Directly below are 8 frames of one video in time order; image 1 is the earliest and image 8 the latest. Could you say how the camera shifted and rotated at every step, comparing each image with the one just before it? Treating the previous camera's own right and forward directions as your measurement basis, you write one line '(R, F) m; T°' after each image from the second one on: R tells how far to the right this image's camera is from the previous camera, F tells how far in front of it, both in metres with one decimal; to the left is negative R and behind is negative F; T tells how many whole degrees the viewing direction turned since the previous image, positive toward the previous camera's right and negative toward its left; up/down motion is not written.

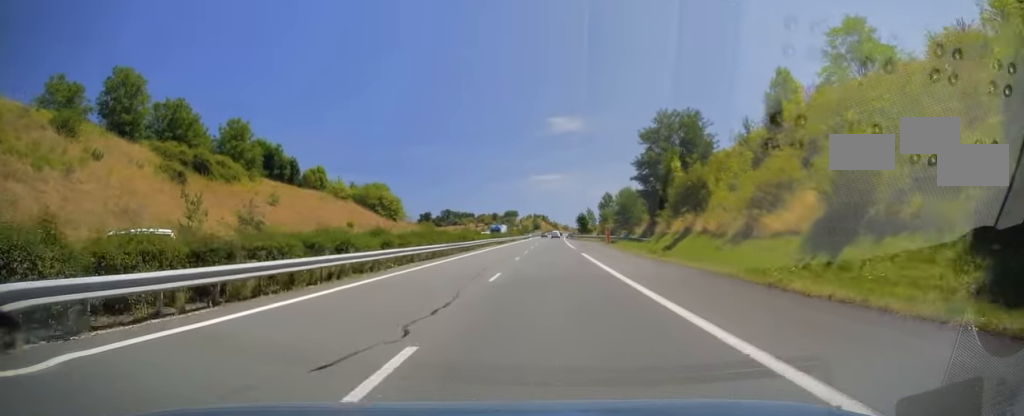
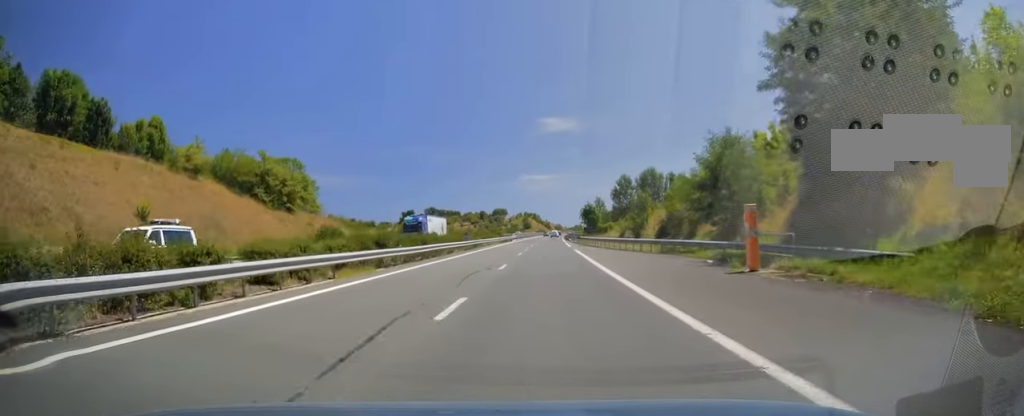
(+0.4, +46.5) m; 0°
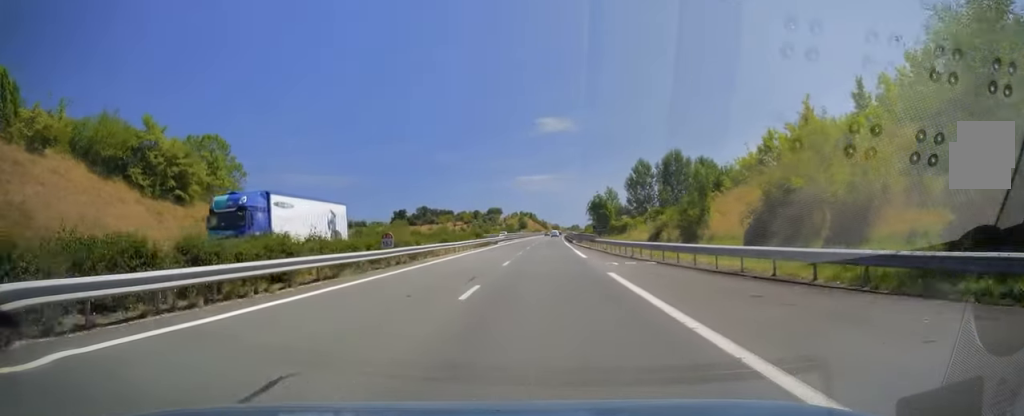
(-0.2, +23.0) m; +1°
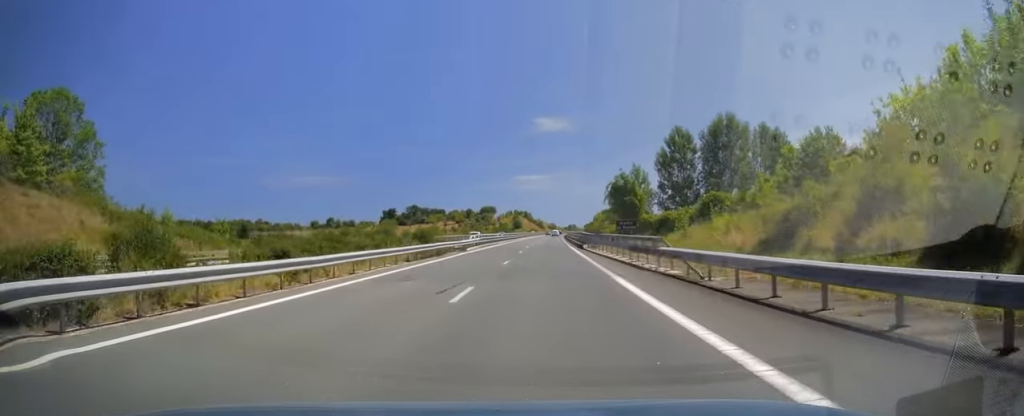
(+0.6, +26.4) m; +1°
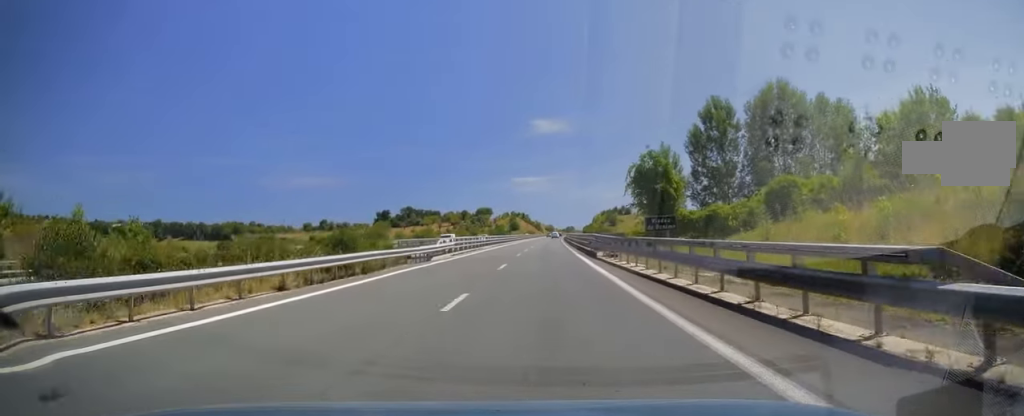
(0.0, +14.3) m; 0°
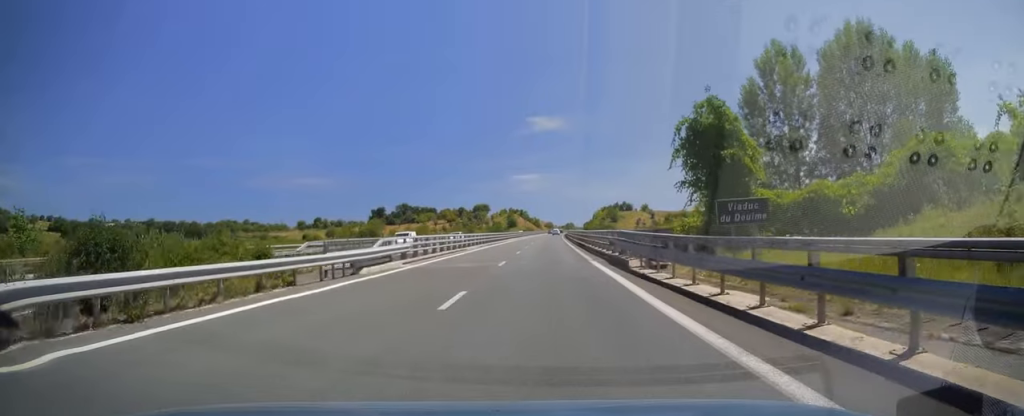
(0.0, +13.2) m; 0°
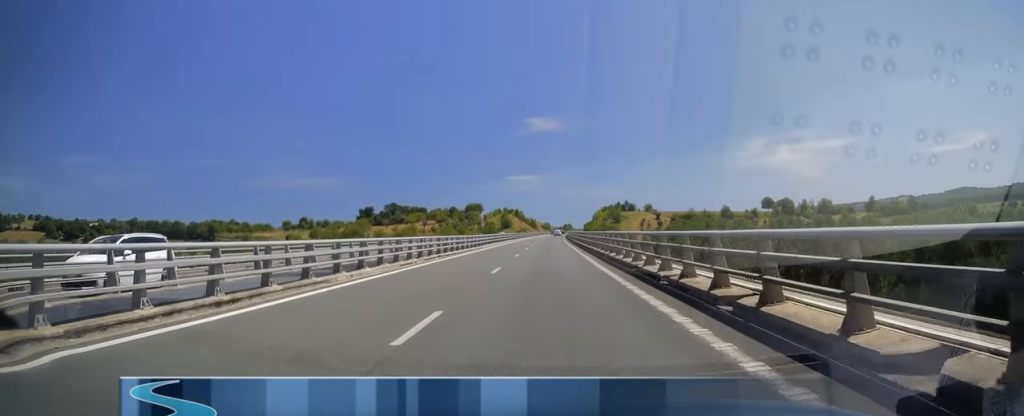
(0.0, +28.9) m; 0°
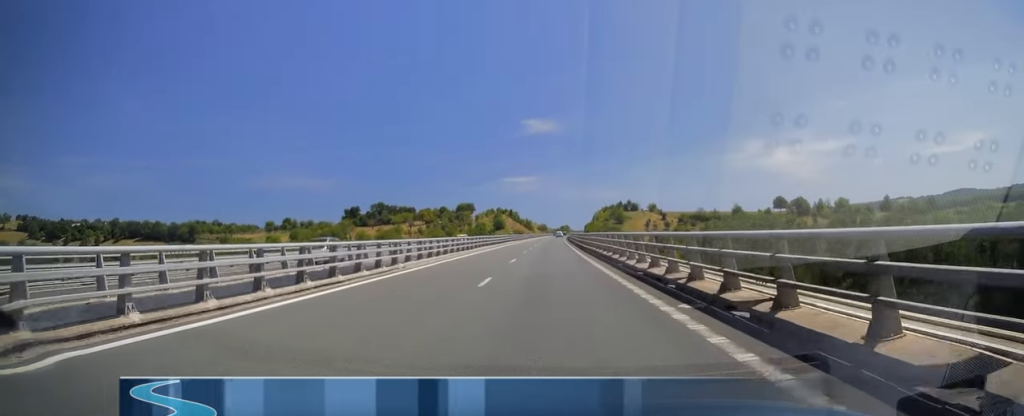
(0.0, +30.4) m; 0°
